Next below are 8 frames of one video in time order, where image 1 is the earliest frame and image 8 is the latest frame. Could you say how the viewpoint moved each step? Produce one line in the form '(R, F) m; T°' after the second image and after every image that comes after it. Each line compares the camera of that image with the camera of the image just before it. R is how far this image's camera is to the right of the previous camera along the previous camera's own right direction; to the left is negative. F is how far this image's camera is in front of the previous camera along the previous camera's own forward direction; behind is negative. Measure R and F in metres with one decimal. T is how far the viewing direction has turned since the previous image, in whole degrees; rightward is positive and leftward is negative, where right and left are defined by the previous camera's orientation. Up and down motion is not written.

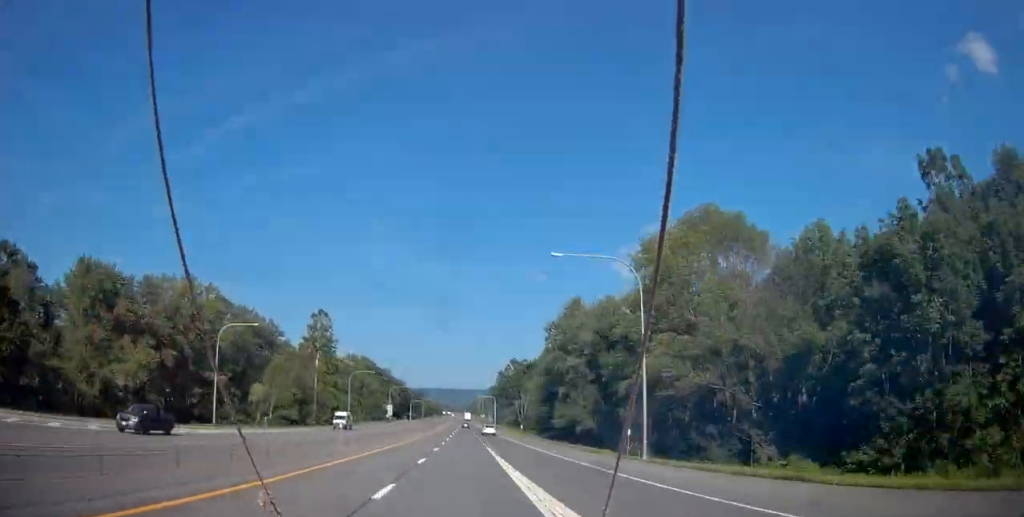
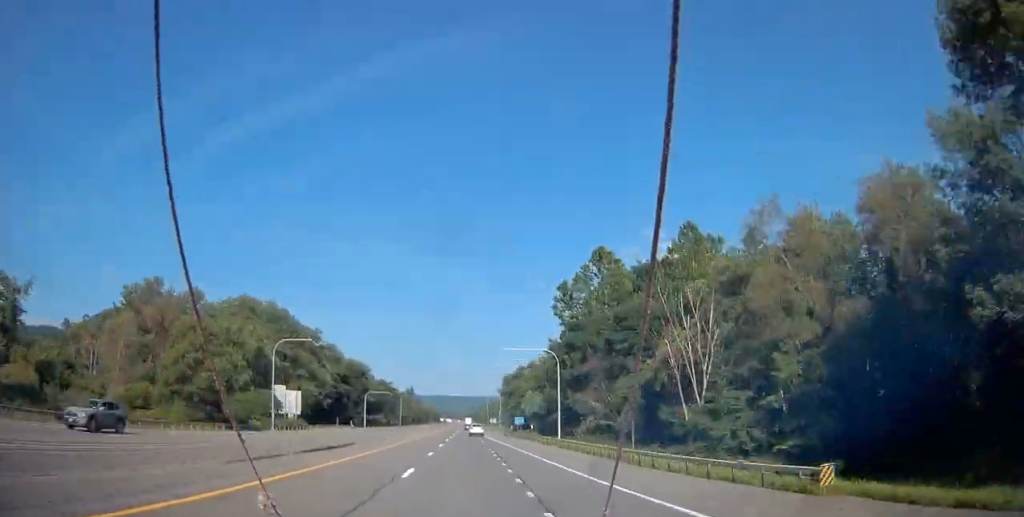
(+2.4, +118.9) m; +1°
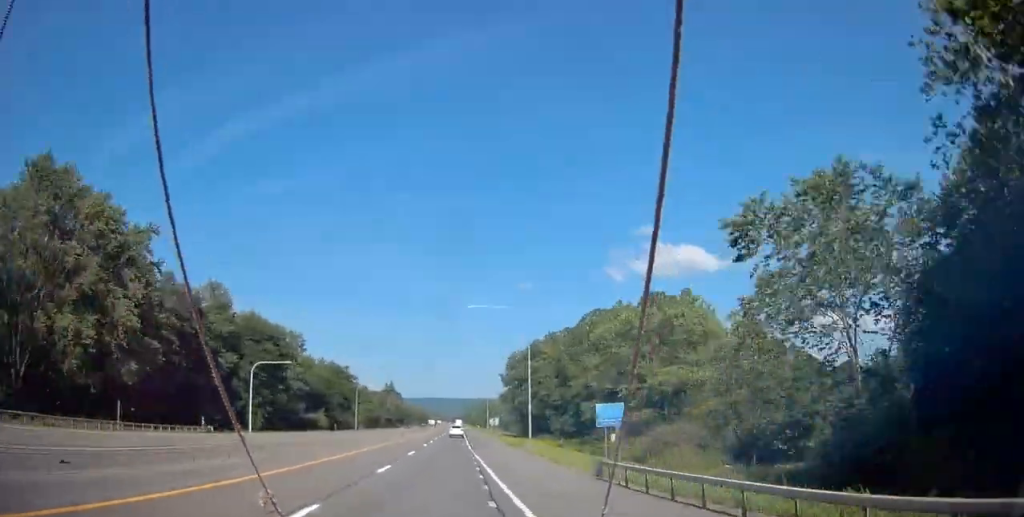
(+0.5, +94.8) m; 0°
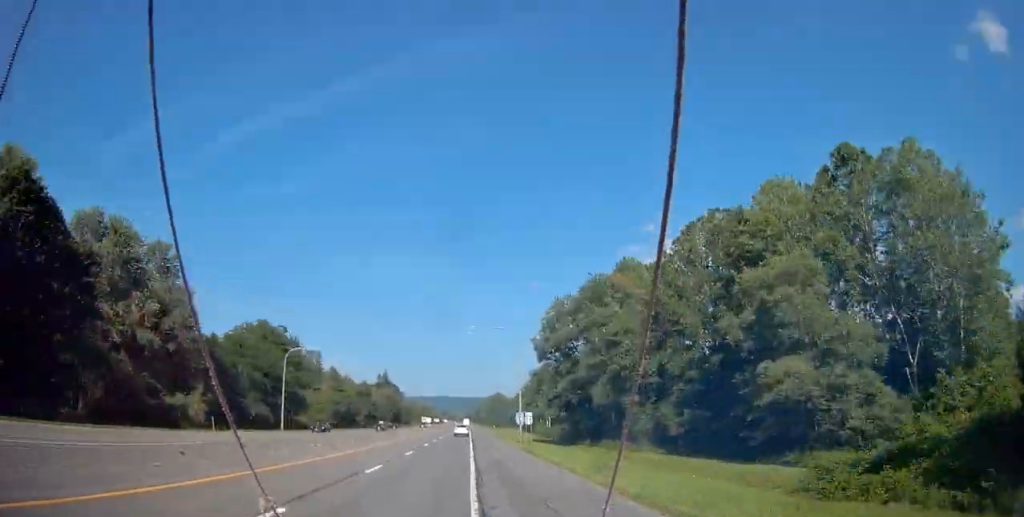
(+0.1, +95.3) m; 0°
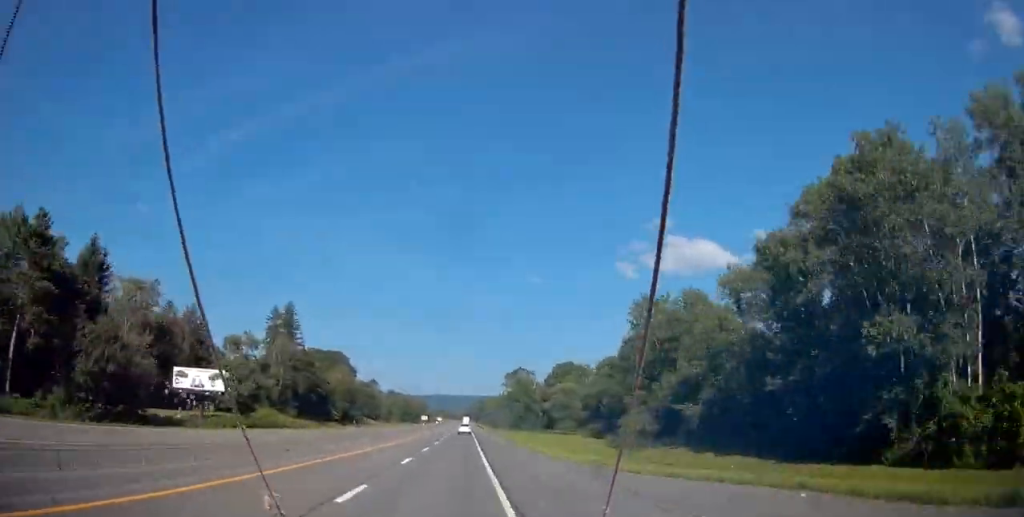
(-0.7, +190.8) m; 0°
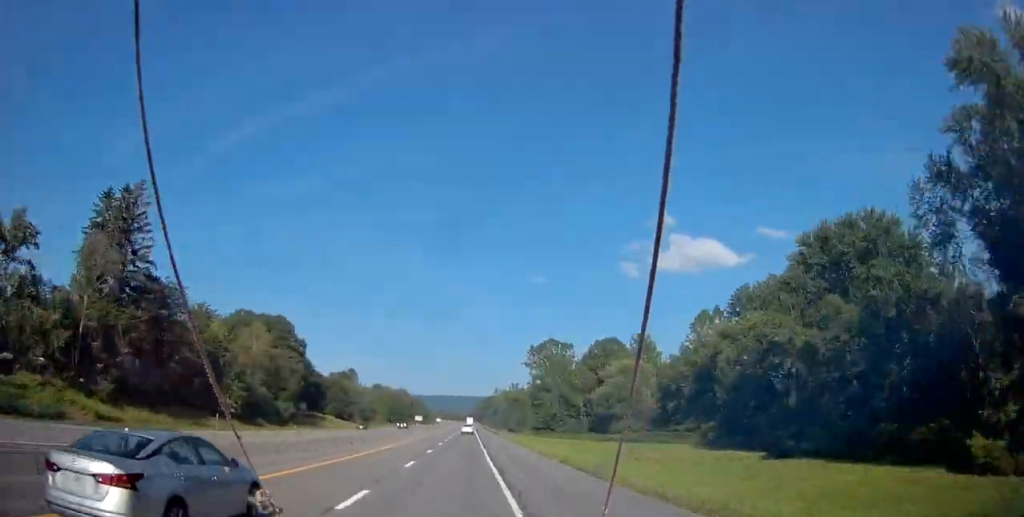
(-0.2, +75.3) m; 0°
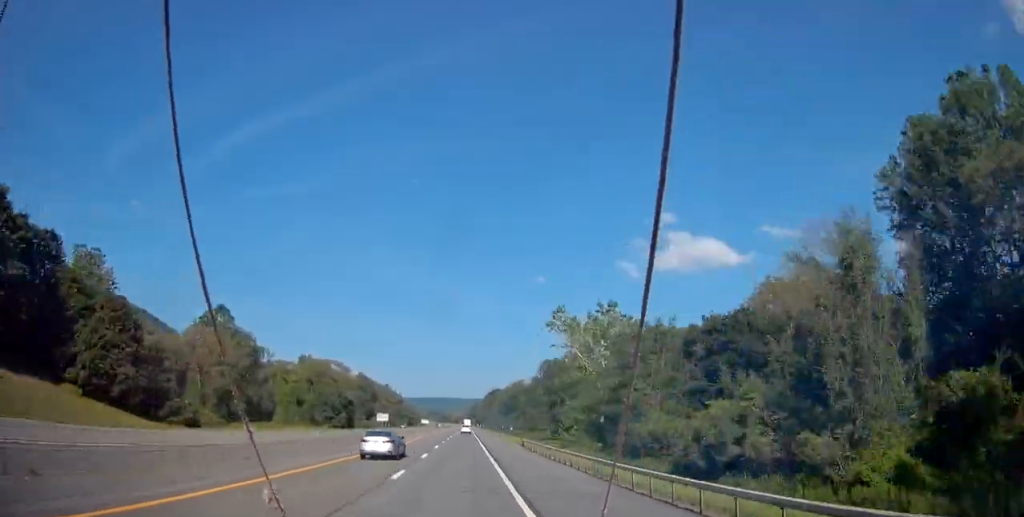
(+0.4, +148.8) m; 0°
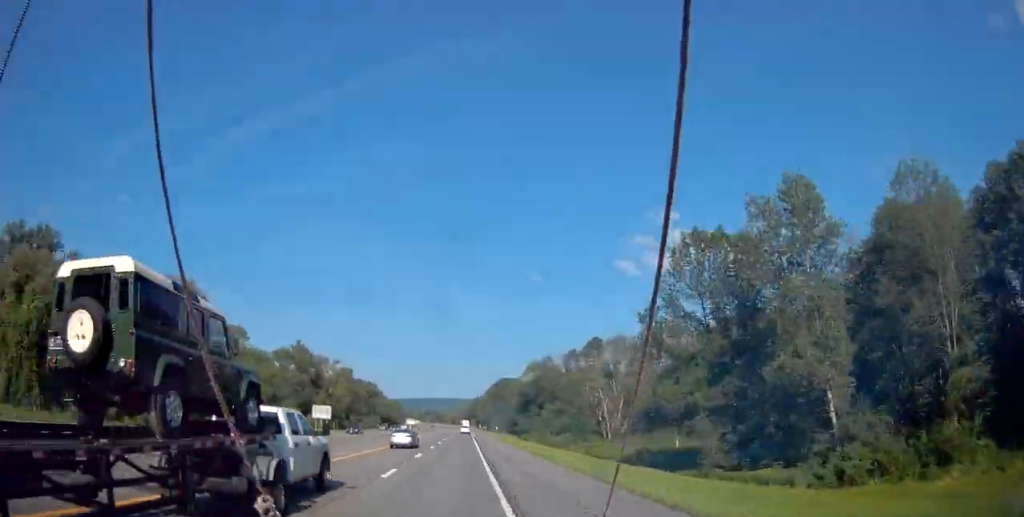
(0.0, +88.3) m; 0°
